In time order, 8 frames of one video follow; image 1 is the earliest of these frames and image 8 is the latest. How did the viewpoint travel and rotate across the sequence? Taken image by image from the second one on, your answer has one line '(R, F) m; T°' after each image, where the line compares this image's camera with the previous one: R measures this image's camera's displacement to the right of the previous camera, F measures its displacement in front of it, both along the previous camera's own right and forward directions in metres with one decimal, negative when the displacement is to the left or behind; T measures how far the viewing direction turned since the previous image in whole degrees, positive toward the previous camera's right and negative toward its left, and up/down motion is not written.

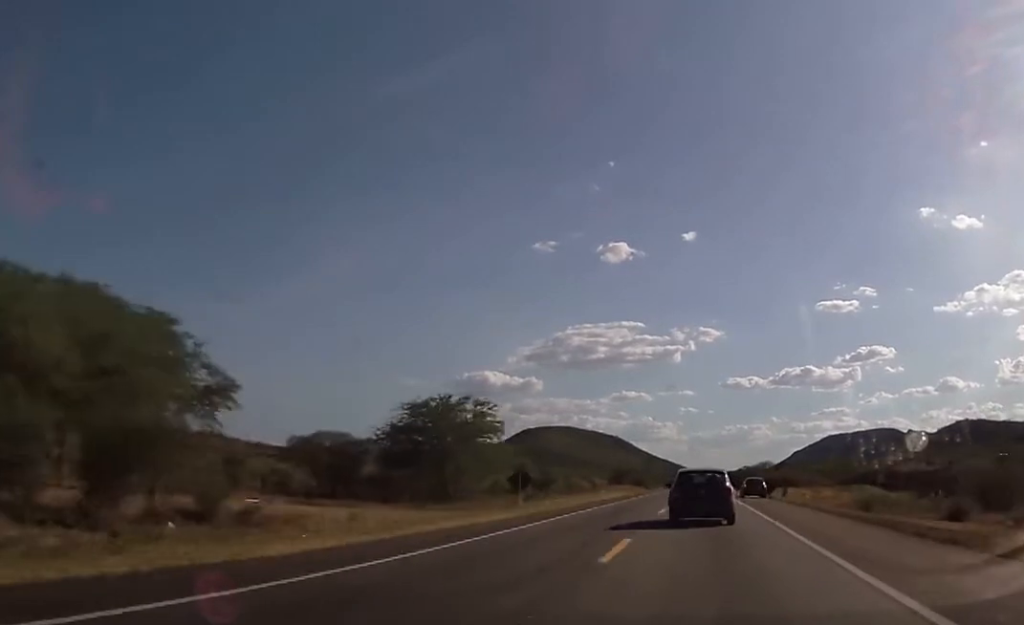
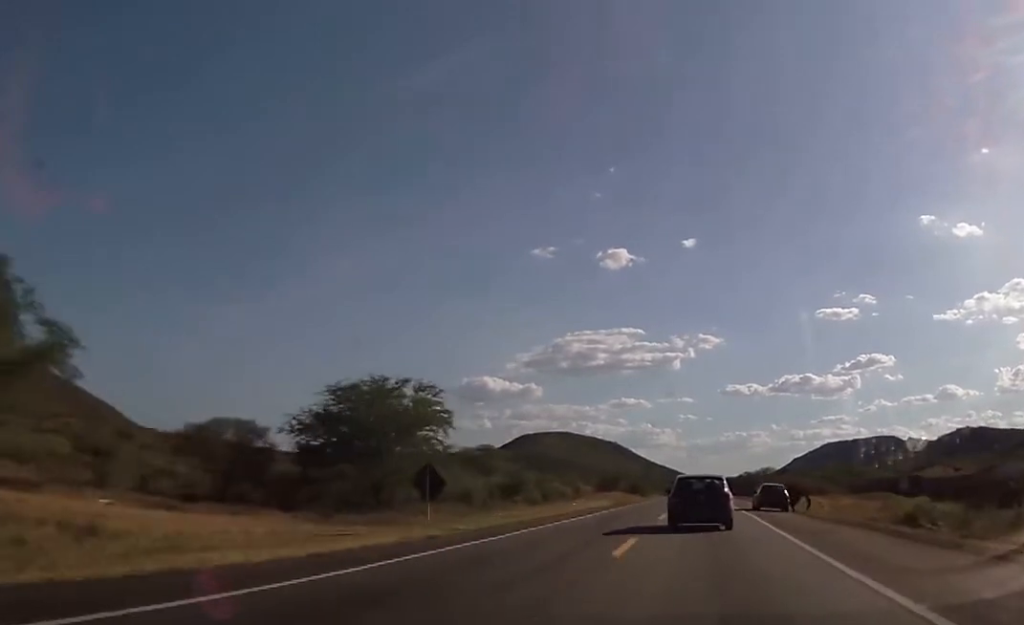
(-0.2, +14.7) m; 0°
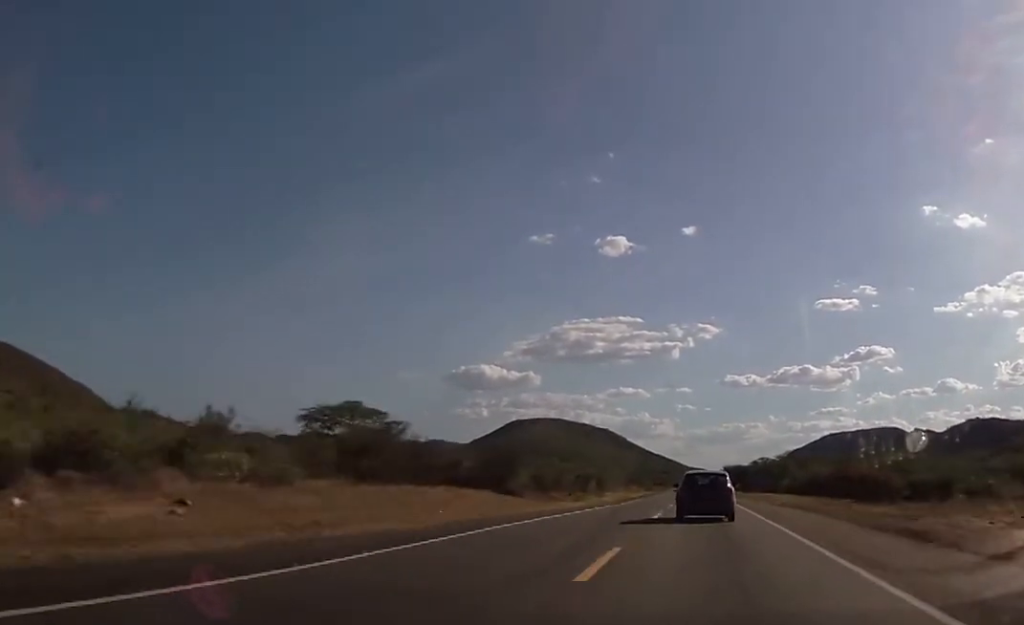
(+1.1, +86.8) m; 0°
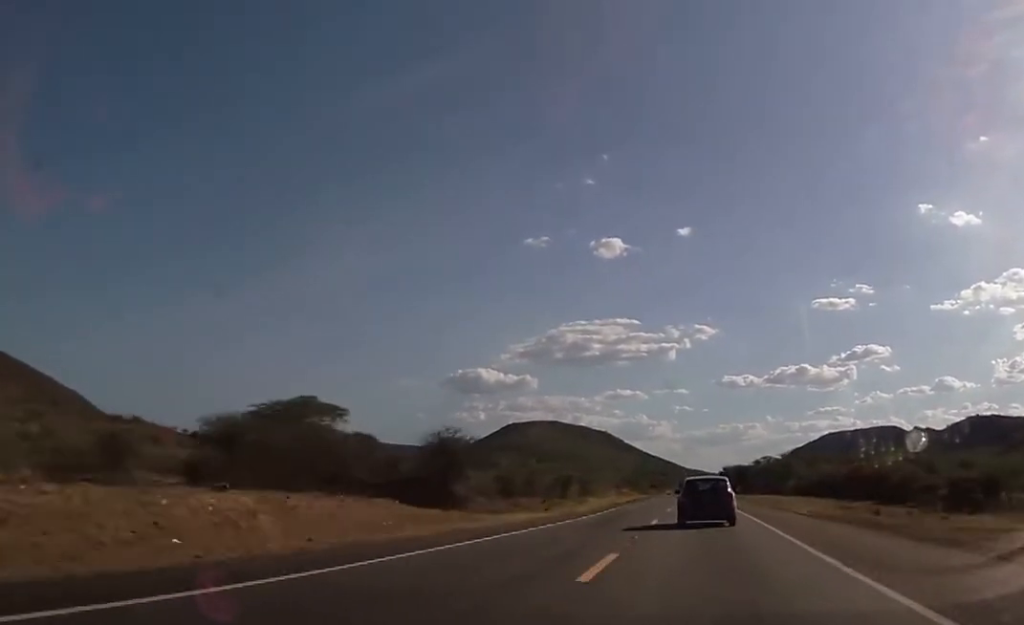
(+0.3, +16.1) m; 0°
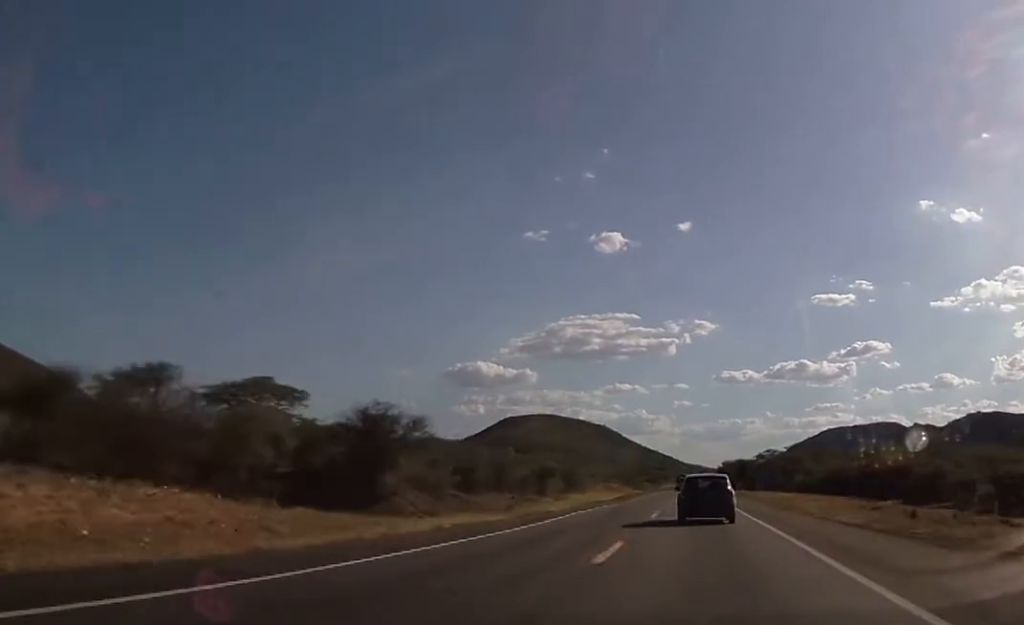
(0.0, +13.6) m; 0°
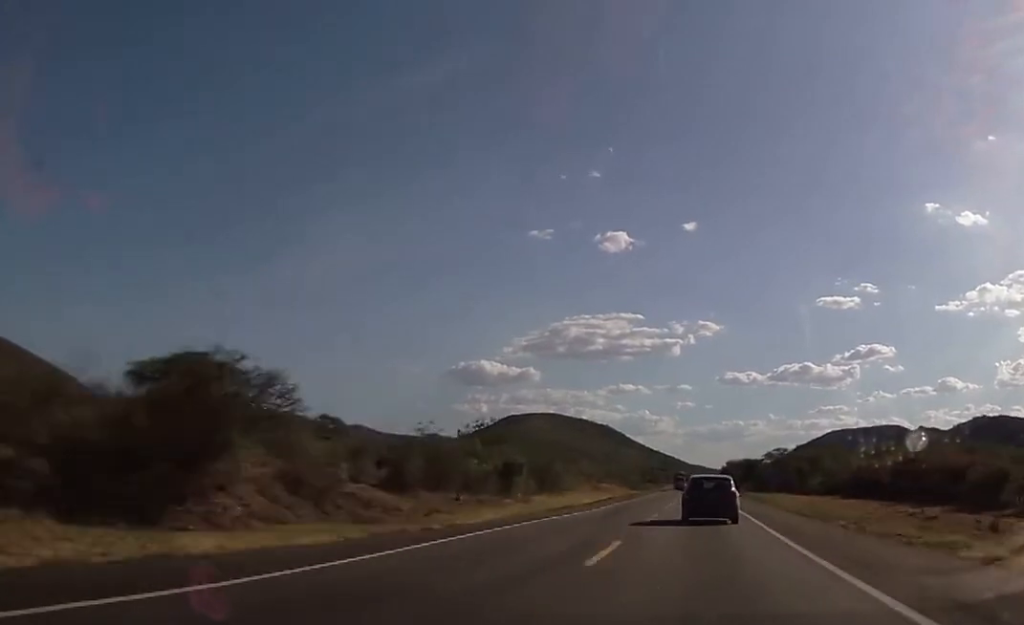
(-0.3, +17.0) m; 0°
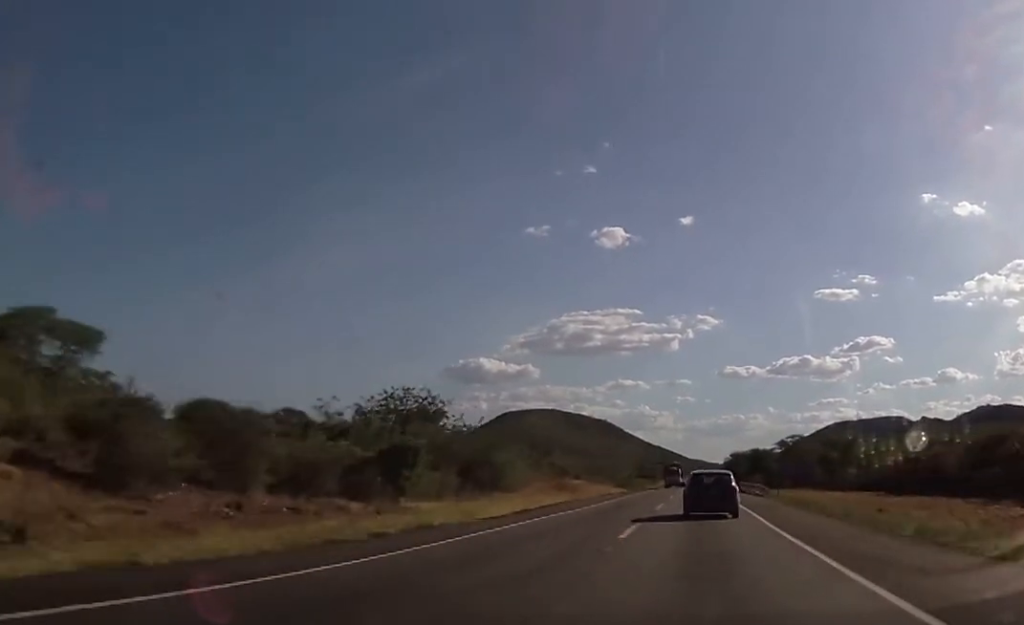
(+0.4, +27.2) m; +1°
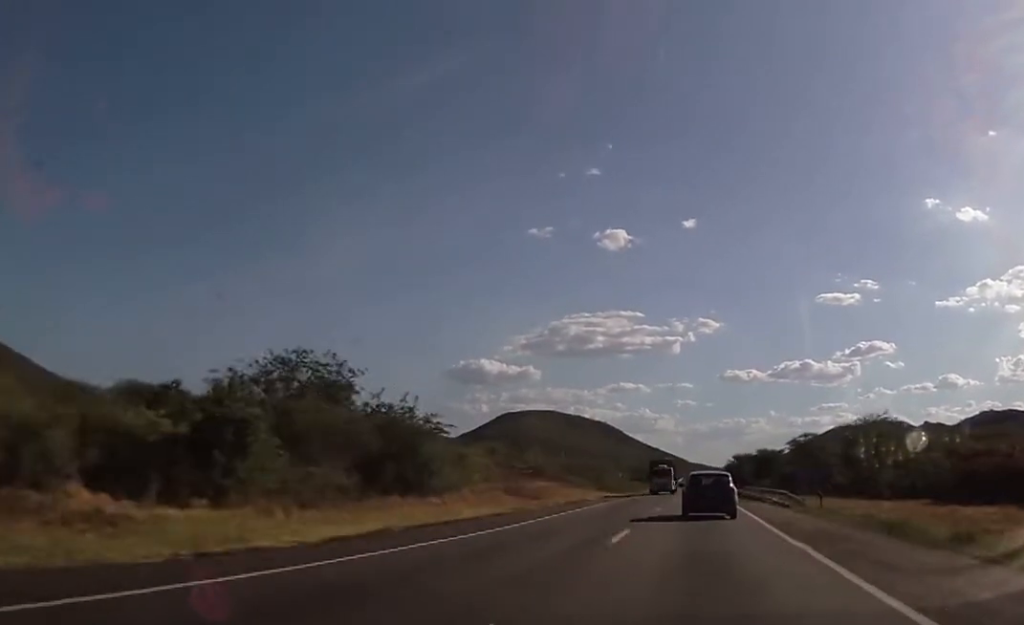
(0.0, +18.1) m; -1°
